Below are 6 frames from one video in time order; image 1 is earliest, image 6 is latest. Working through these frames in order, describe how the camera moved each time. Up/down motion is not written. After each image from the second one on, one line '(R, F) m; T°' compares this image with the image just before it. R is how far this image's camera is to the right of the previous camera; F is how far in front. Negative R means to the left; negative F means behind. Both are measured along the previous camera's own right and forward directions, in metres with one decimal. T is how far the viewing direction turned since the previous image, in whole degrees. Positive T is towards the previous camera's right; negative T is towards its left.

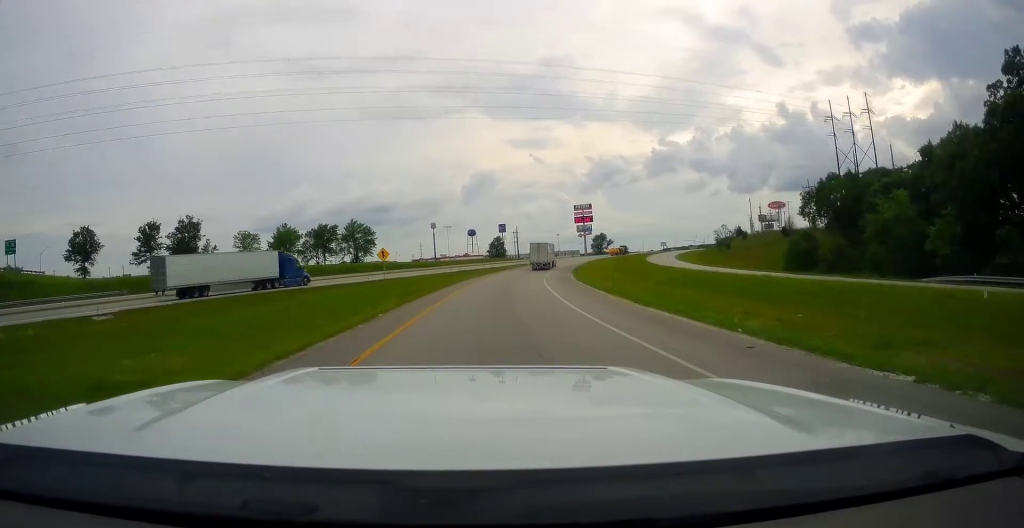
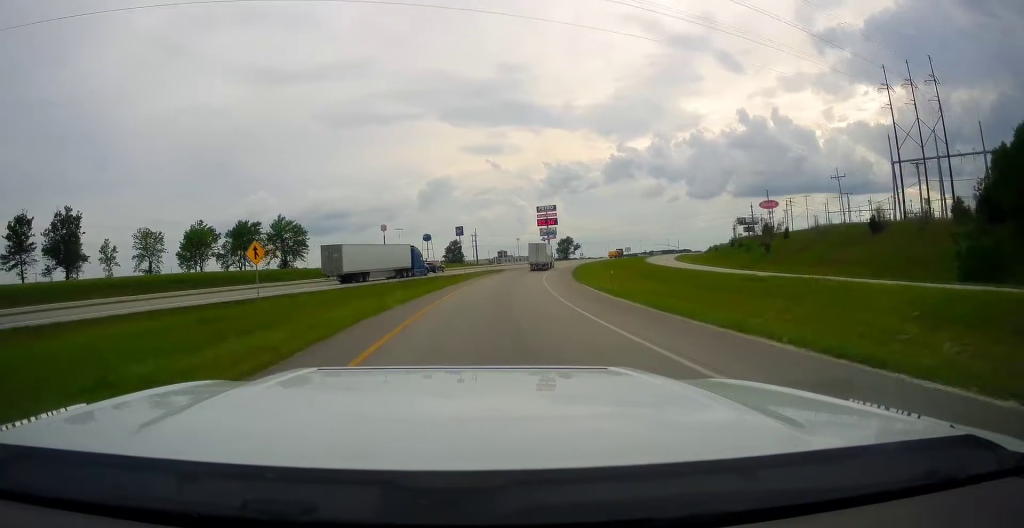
(+1.5, +30.0) m; +5°
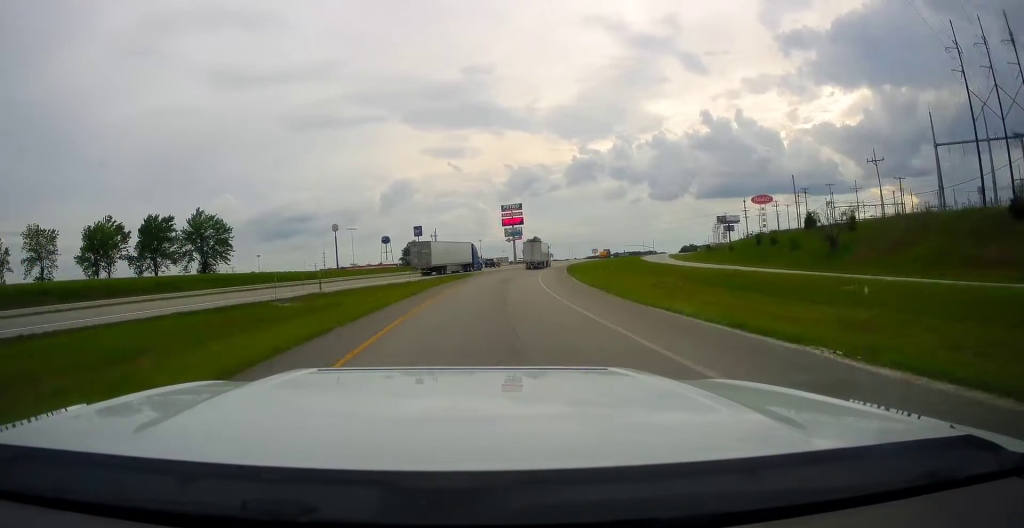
(+0.3, +25.1) m; +2°
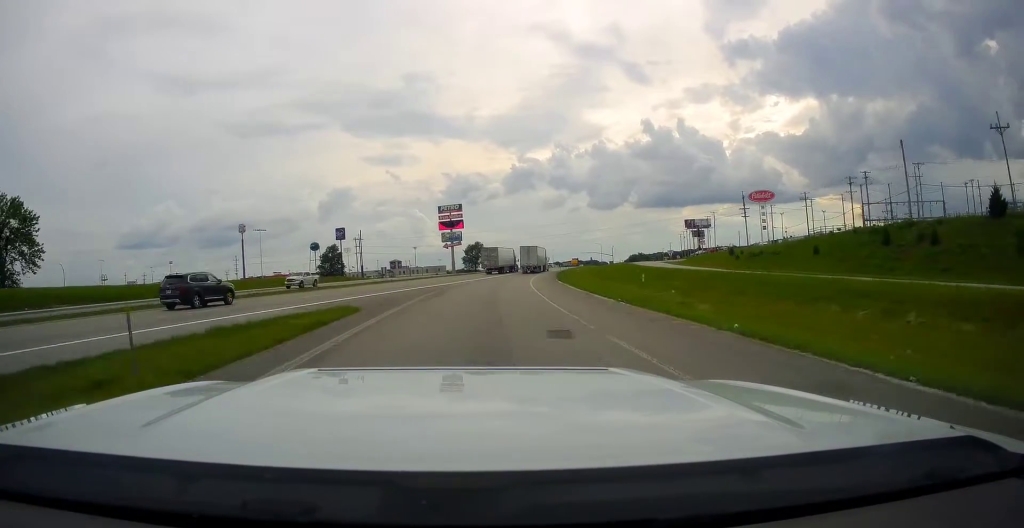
(+3.2, +44.3) m; +7°
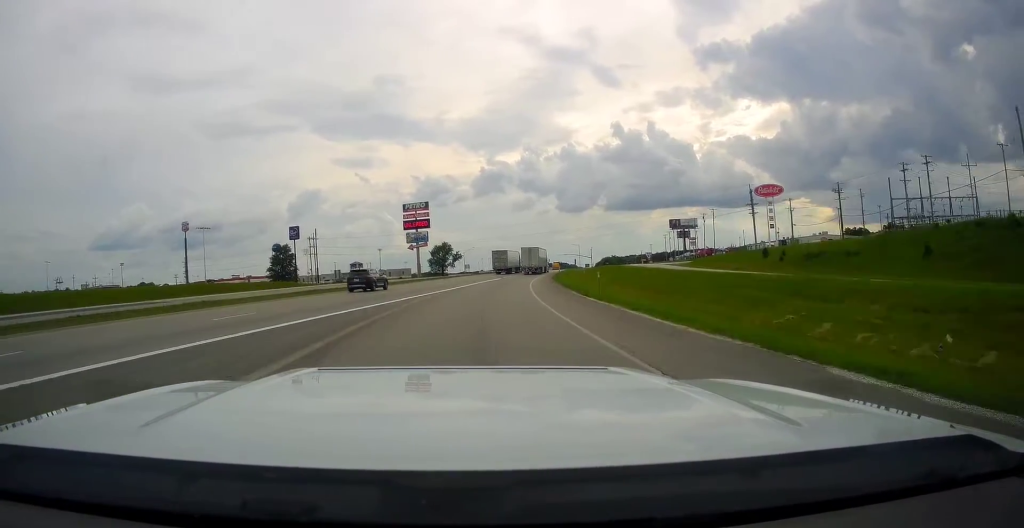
(+0.4, +23.4) m; +3°
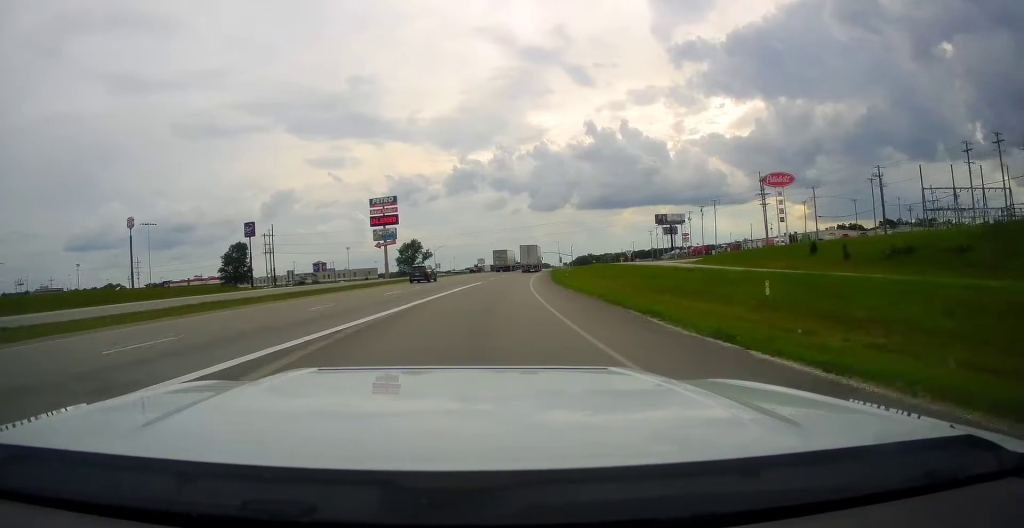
(+0.7, +20.2) m; +3°
